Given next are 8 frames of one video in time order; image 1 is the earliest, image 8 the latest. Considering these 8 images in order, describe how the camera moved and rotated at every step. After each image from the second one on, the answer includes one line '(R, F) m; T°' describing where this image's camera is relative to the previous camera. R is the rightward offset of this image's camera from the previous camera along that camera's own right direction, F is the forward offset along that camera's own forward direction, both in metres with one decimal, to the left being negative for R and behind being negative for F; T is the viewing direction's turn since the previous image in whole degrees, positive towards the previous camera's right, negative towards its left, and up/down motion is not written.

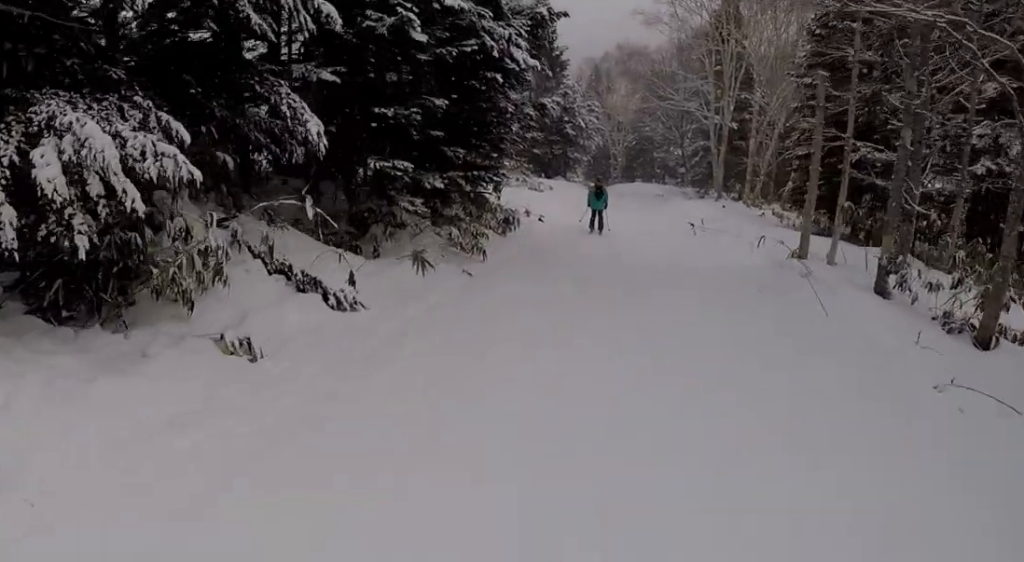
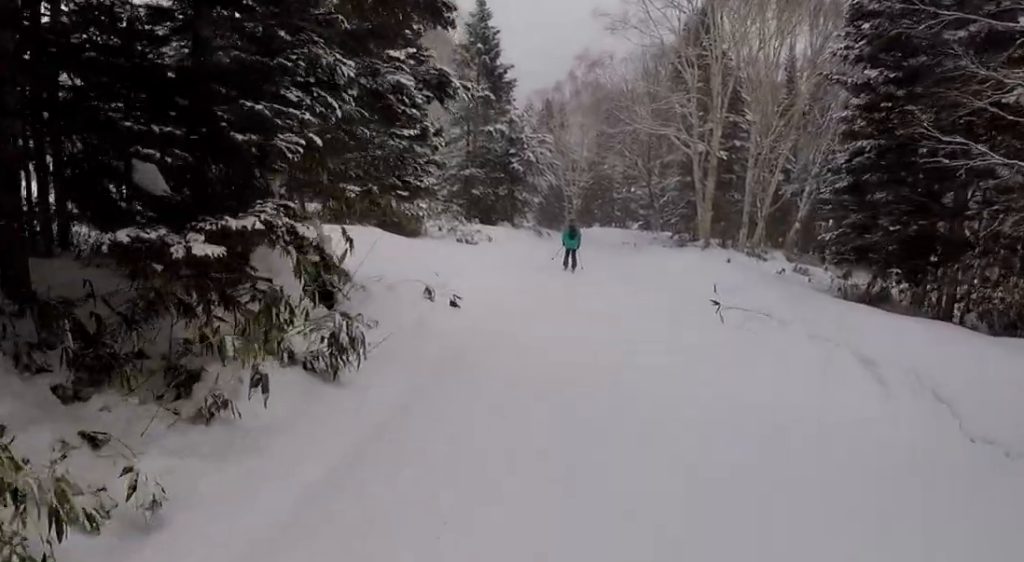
(0.0, +8.9) m; 0°
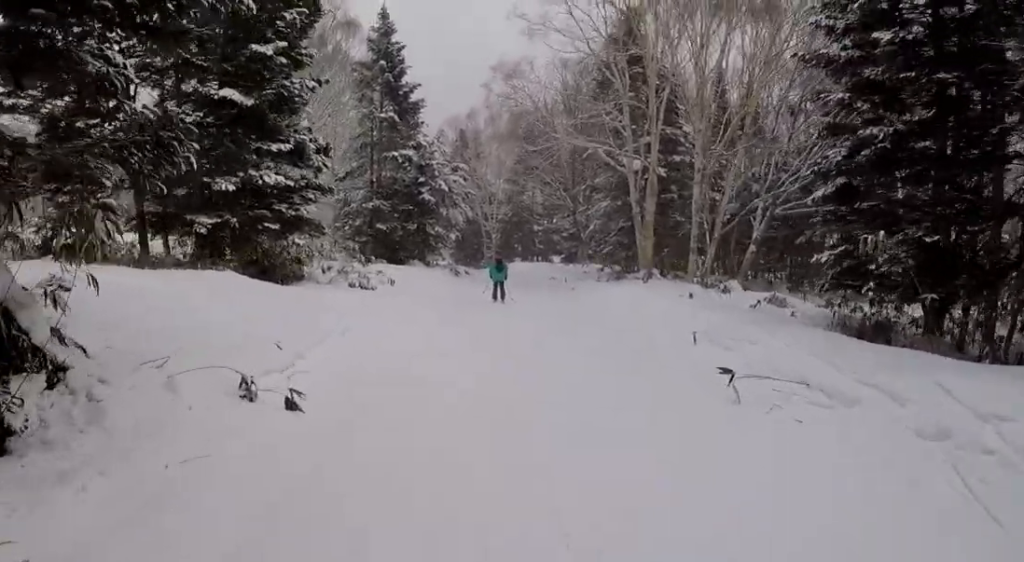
(0.0, +4.5) m; 0°
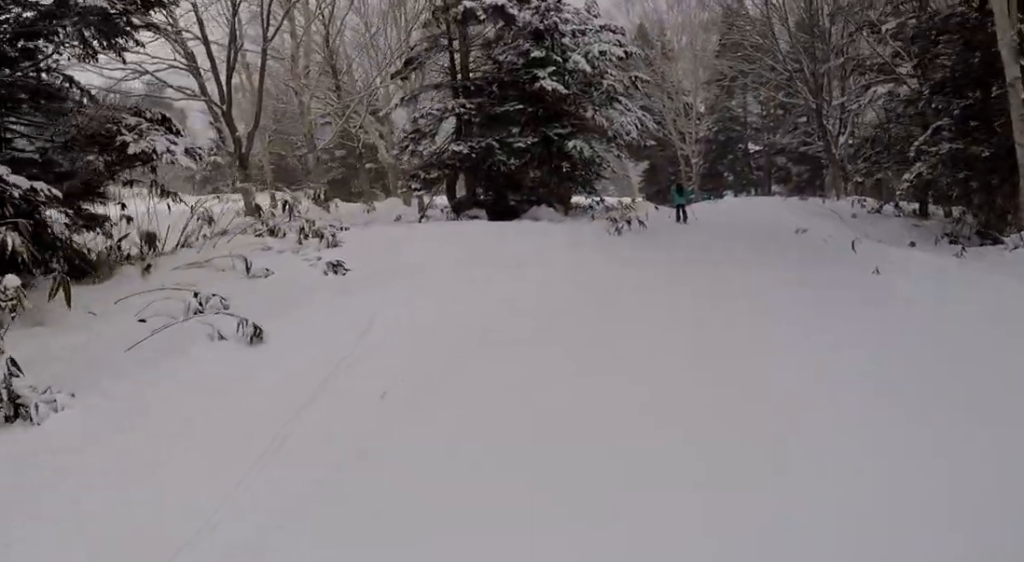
(0.0, +15.0) m; 0°
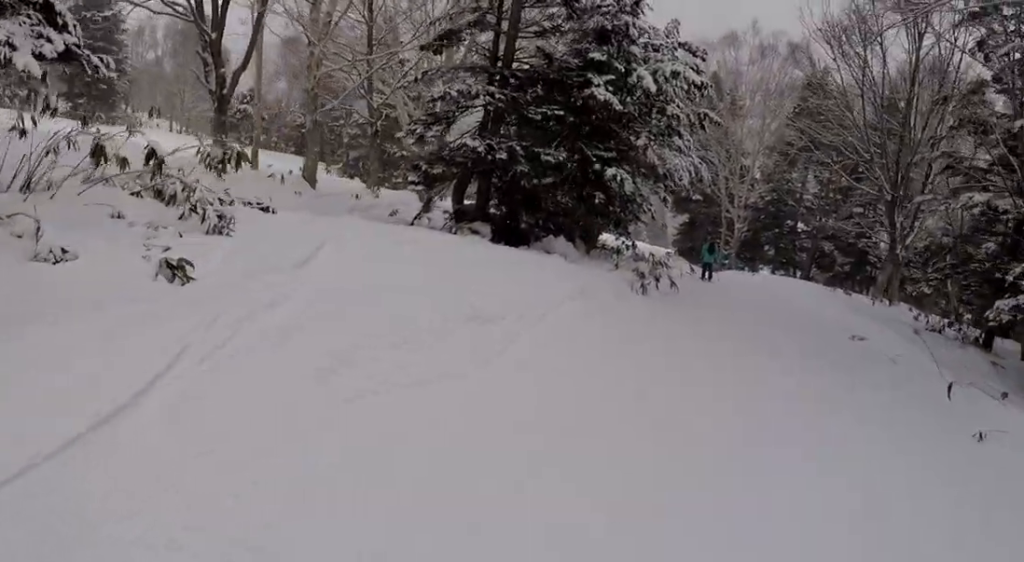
(0.0, +3.3) m; 0°
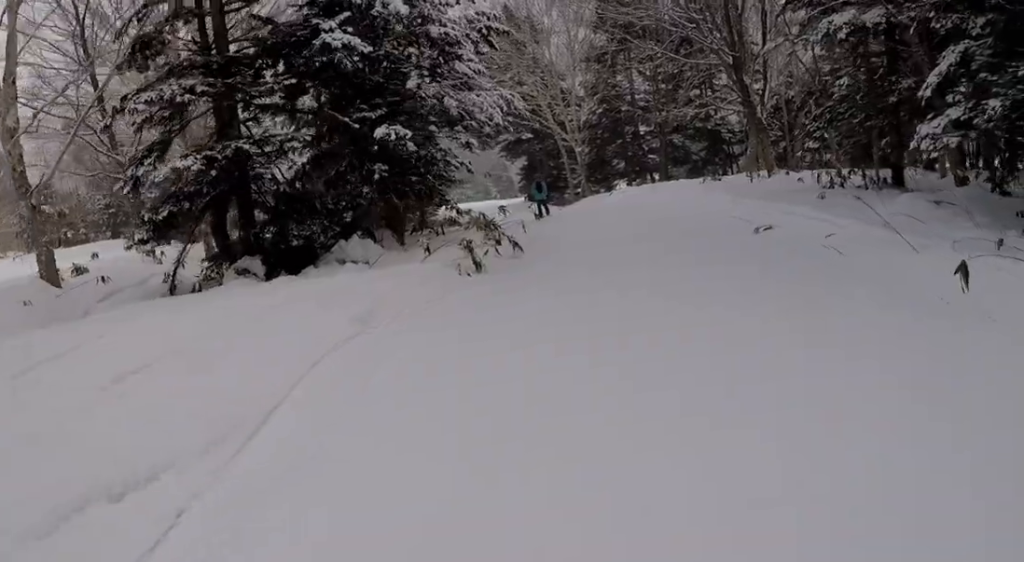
(0.0, +3.7) m; 0°
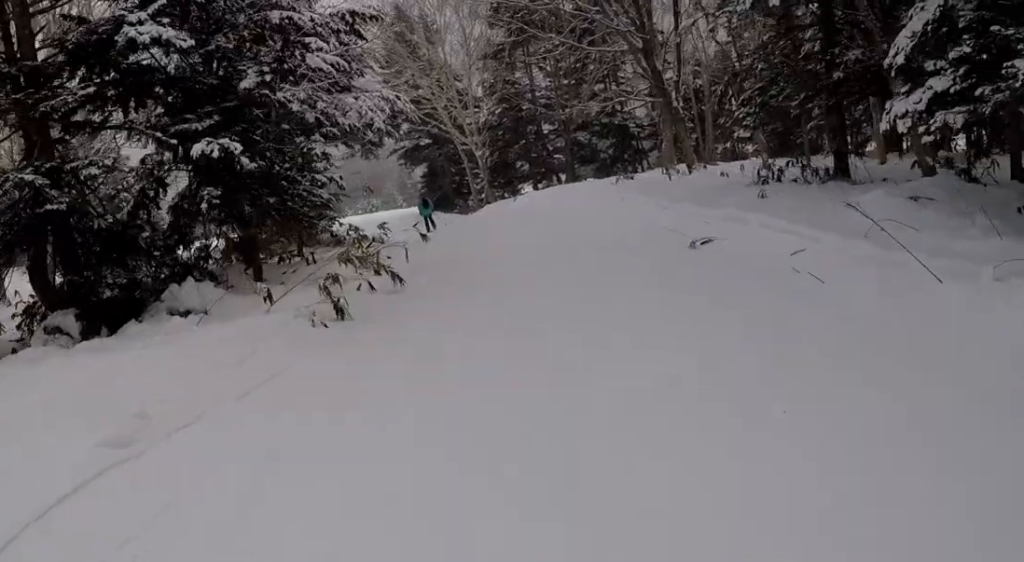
(0.0, +2.5) m; 0°
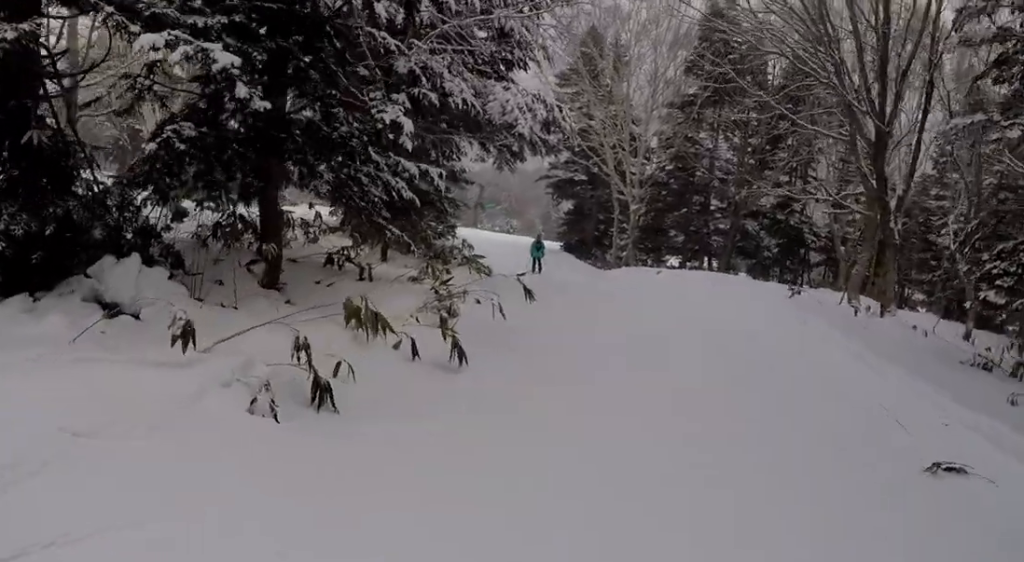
(0.0, +3.9) m; 0°
